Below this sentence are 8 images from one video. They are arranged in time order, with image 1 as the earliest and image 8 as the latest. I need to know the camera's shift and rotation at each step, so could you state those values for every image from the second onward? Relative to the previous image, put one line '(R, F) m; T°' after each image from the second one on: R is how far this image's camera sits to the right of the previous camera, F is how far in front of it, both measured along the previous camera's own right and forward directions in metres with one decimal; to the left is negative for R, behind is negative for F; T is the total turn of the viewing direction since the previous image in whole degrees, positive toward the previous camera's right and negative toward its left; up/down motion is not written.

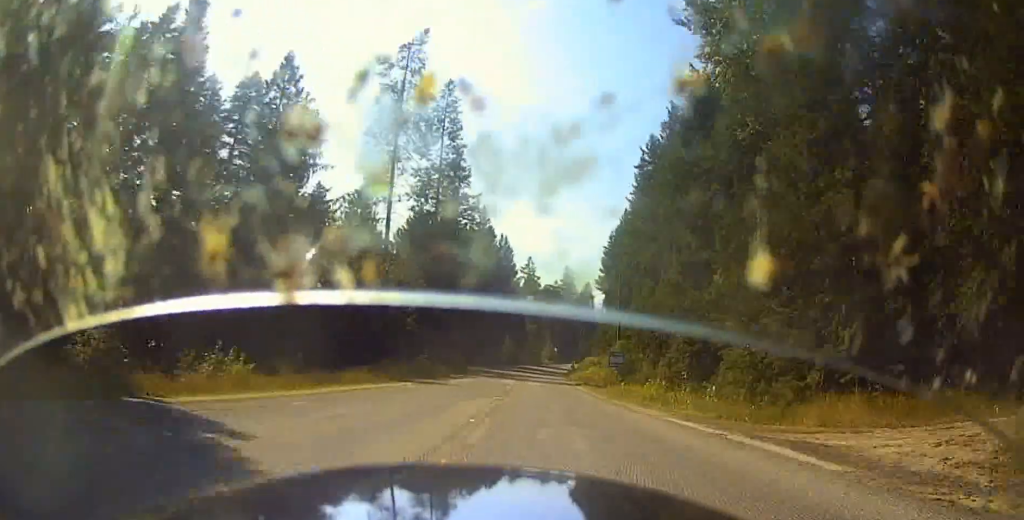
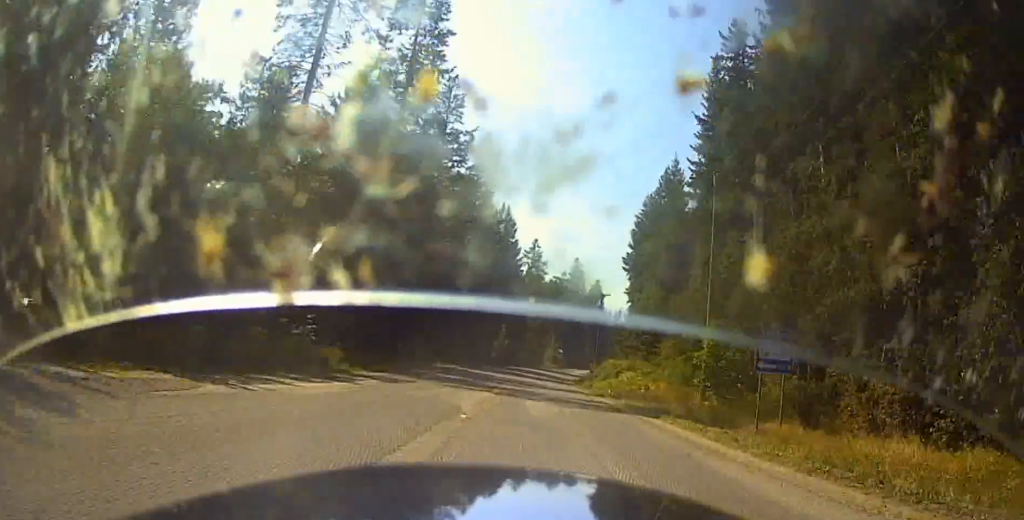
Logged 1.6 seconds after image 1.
(-1.4, +28.9) m; -3°
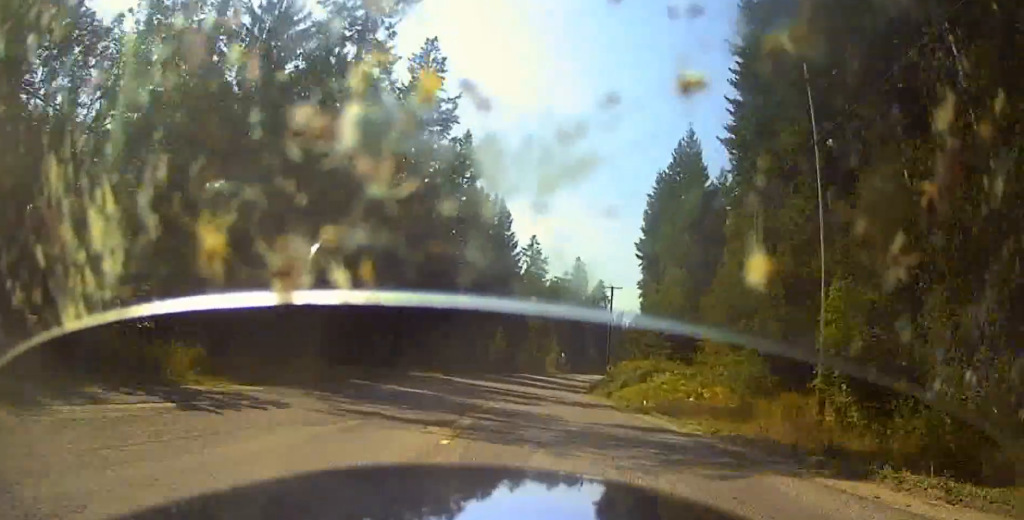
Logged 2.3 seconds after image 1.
(+0.1, +12.2) m; +1°
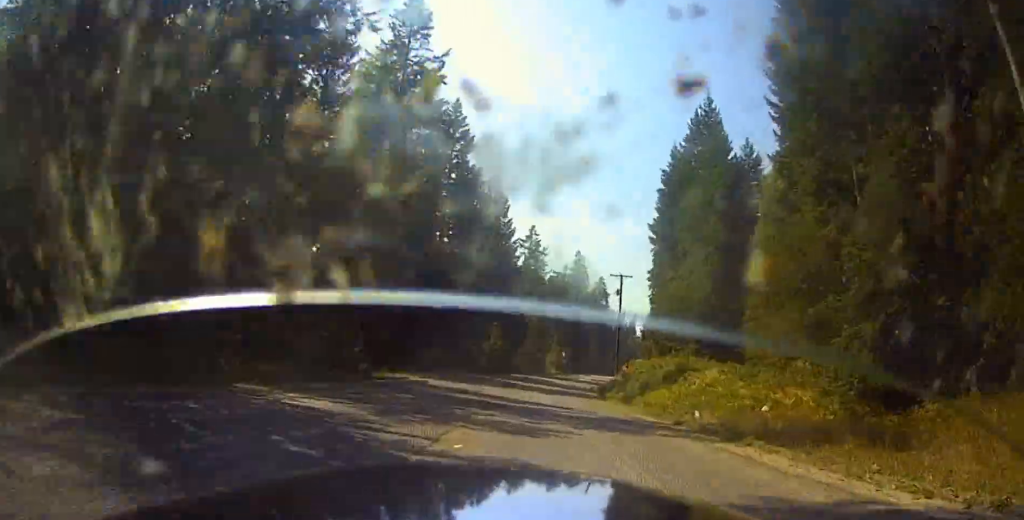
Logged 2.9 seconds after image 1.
(-0.1, +9.8) m; +1°
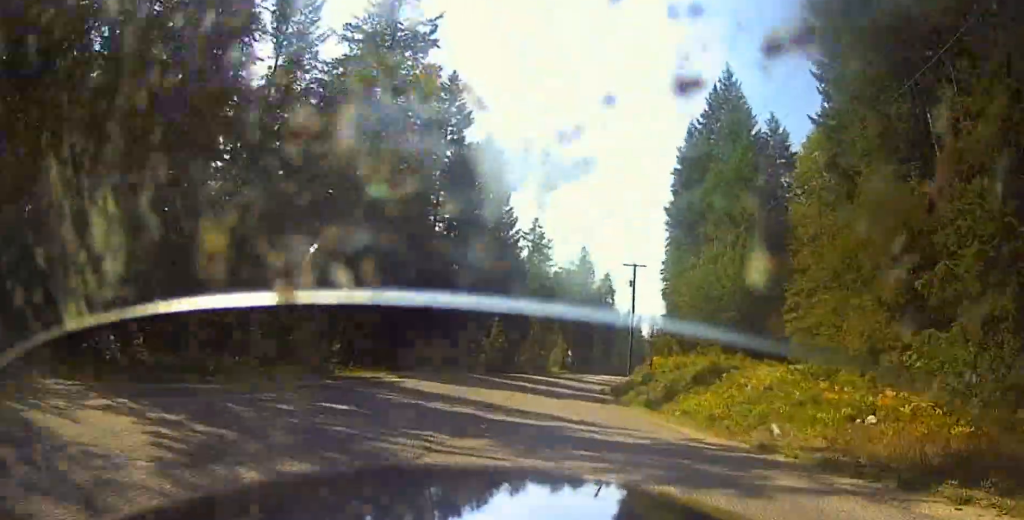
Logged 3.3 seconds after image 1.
(0.0, +6.7) m; +1°
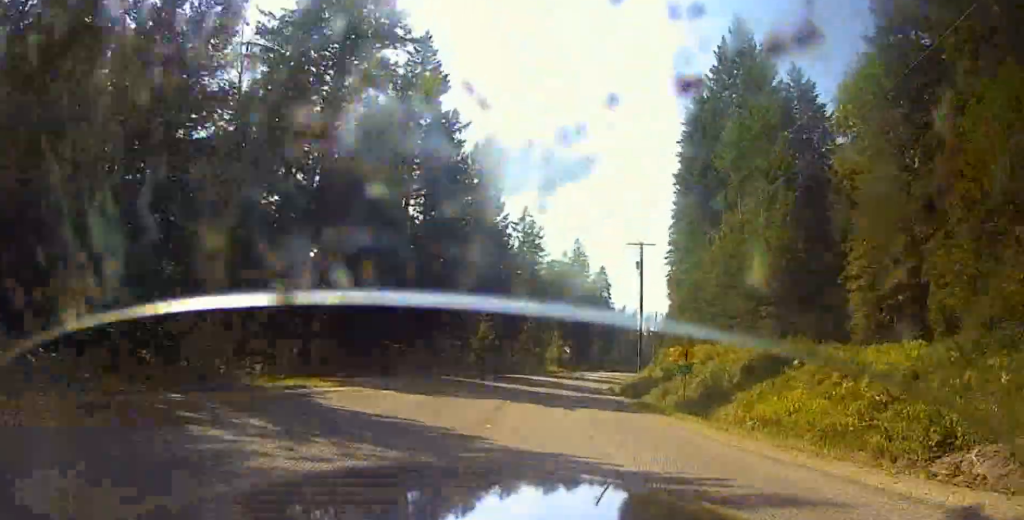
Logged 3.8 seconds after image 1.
(+0.2, +8.8) m; +2°
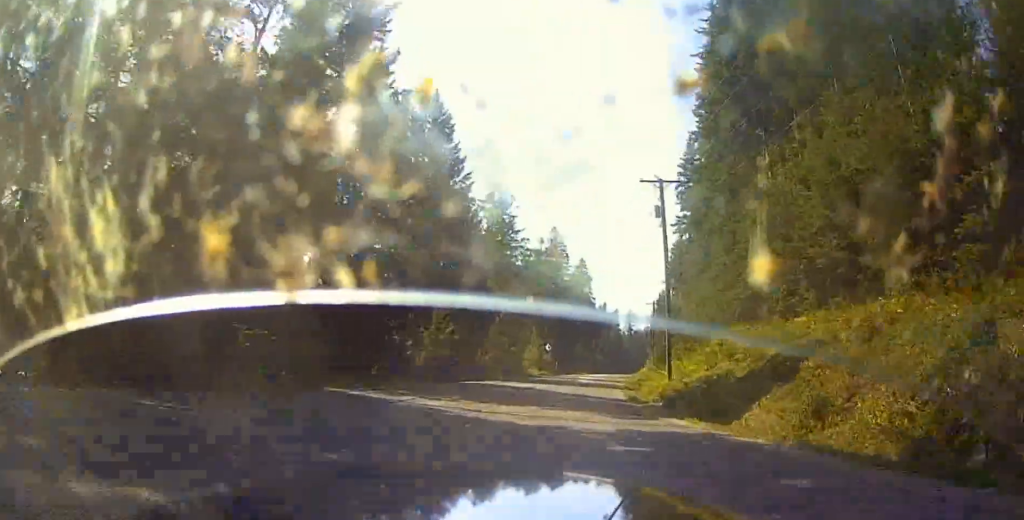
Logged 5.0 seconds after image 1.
(+0.8, +19.4) m; +2°
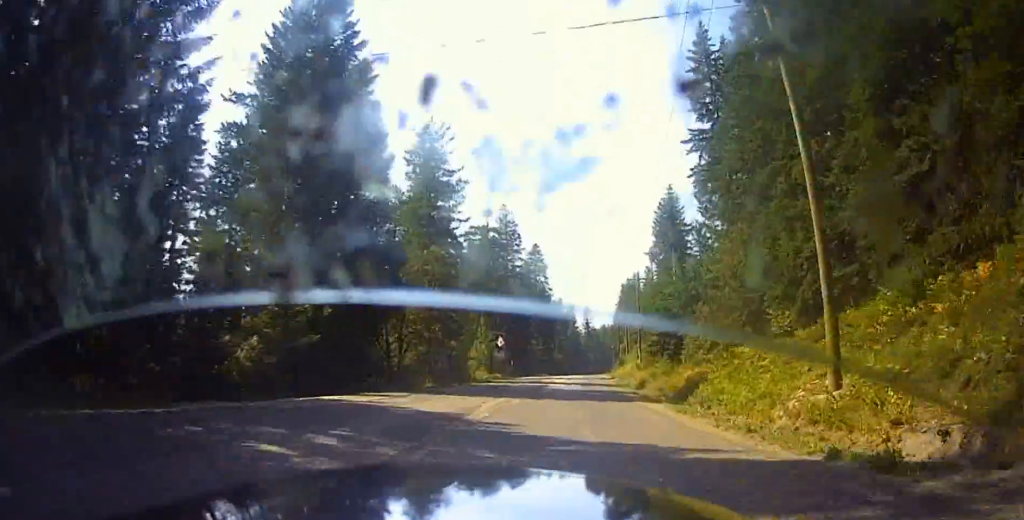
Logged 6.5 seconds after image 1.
(-0.5, +25.6) m; +1°
